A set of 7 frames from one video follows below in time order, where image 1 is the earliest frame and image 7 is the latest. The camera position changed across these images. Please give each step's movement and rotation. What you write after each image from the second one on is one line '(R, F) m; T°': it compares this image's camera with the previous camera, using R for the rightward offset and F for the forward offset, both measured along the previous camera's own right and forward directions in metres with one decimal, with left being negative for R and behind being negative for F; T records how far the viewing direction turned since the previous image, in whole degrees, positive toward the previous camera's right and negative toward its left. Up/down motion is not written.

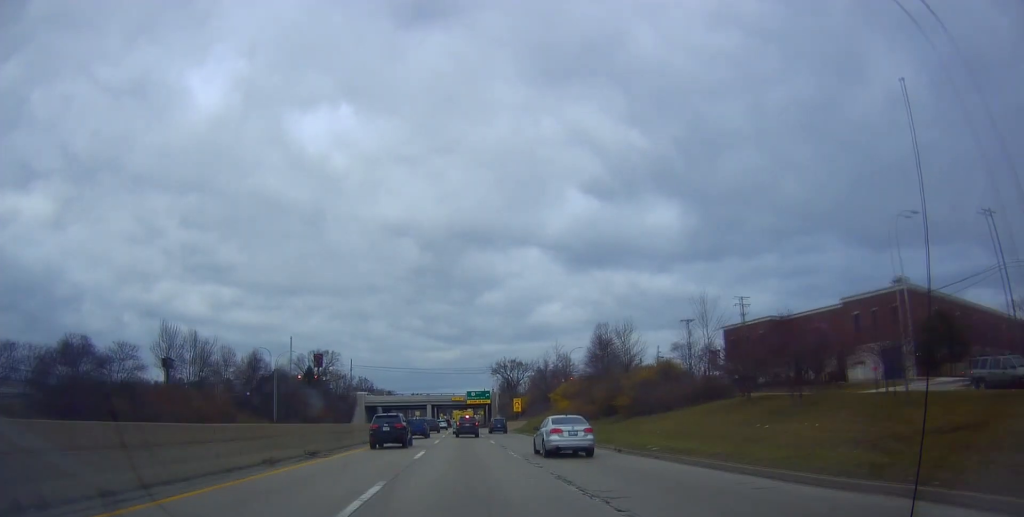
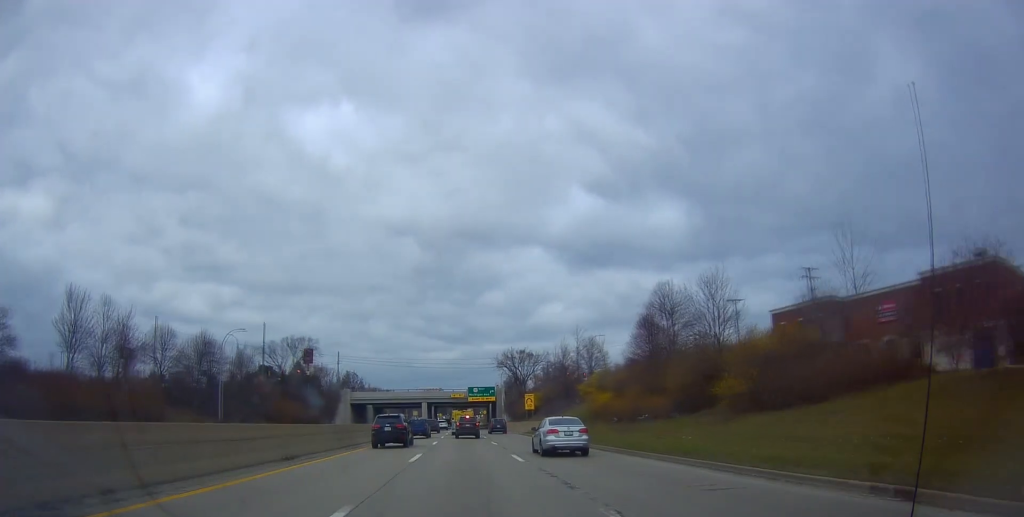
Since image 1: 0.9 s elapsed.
(-0.4, +17.5) m; 0°
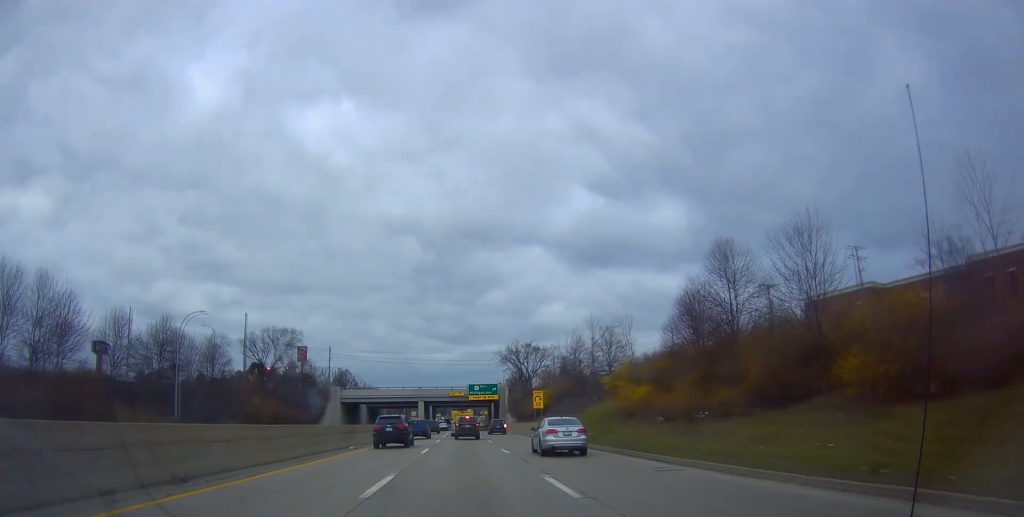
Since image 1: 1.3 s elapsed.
(+0.5, +9.3) m; 0°
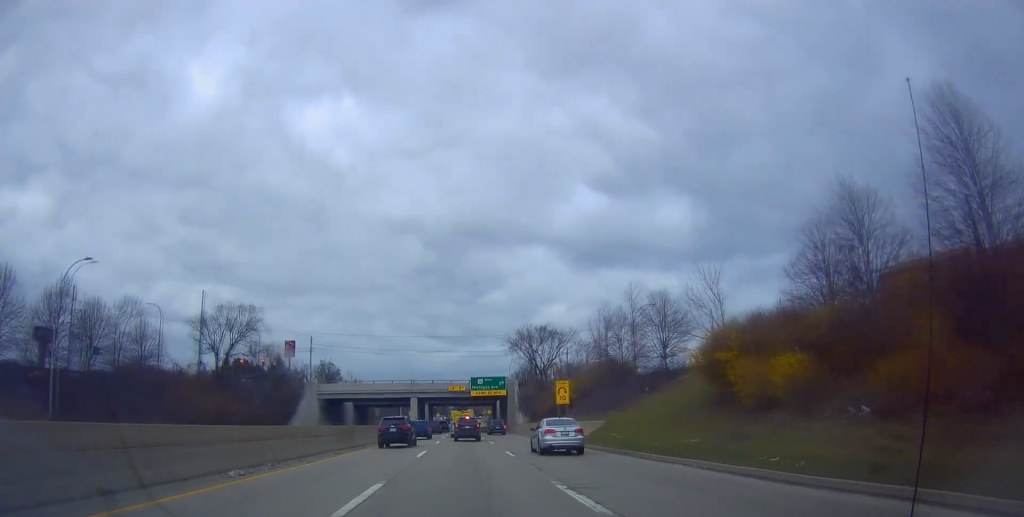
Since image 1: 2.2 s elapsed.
(-0.3, +17.1) m; -1°
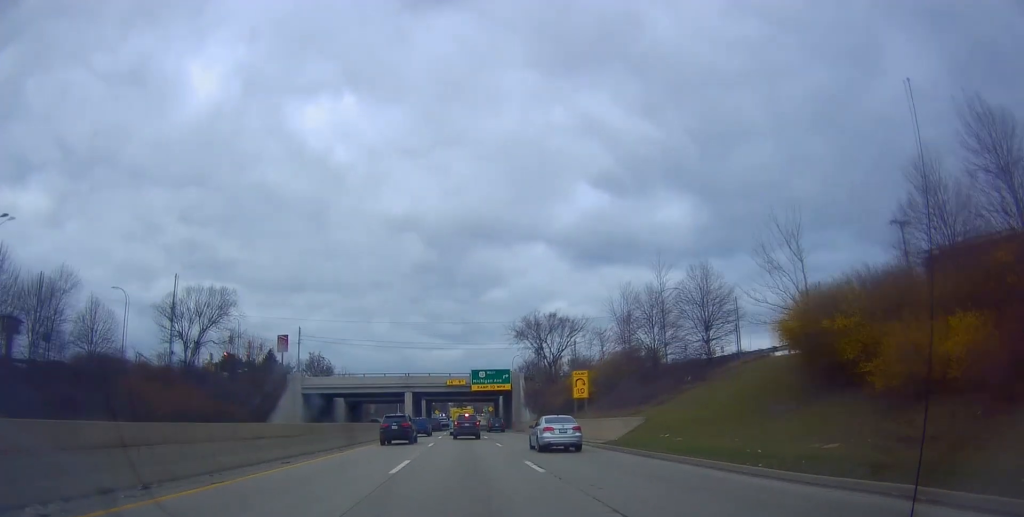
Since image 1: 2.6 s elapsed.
(-0.3, +8.6) m; -1°
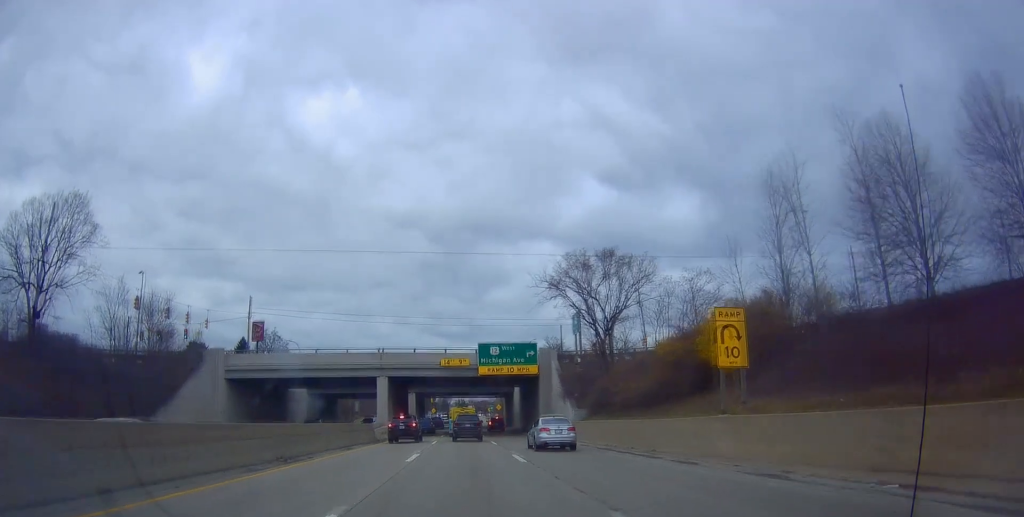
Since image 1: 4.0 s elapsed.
(+1.2, +27.9) m; +3°
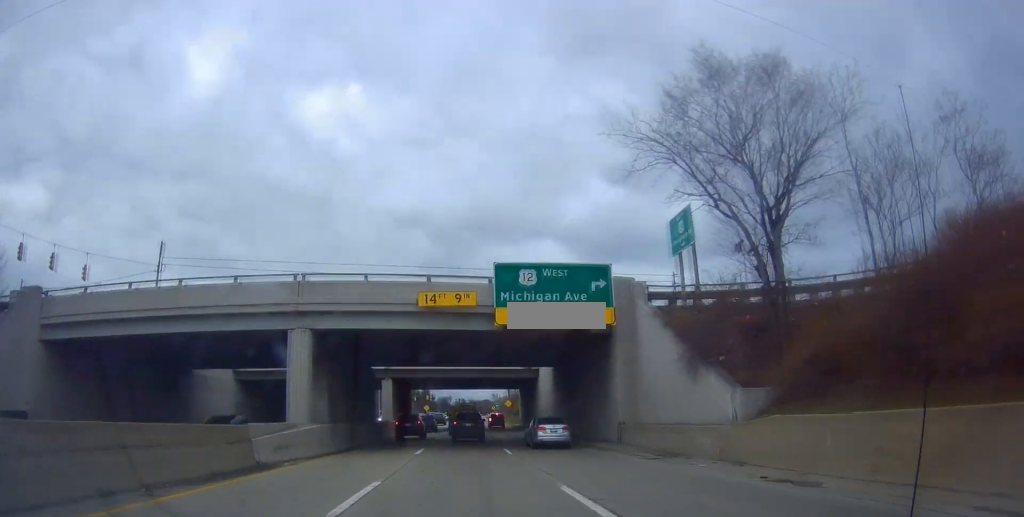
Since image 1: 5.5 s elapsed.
(-0.7, +27.9) m; -1°
